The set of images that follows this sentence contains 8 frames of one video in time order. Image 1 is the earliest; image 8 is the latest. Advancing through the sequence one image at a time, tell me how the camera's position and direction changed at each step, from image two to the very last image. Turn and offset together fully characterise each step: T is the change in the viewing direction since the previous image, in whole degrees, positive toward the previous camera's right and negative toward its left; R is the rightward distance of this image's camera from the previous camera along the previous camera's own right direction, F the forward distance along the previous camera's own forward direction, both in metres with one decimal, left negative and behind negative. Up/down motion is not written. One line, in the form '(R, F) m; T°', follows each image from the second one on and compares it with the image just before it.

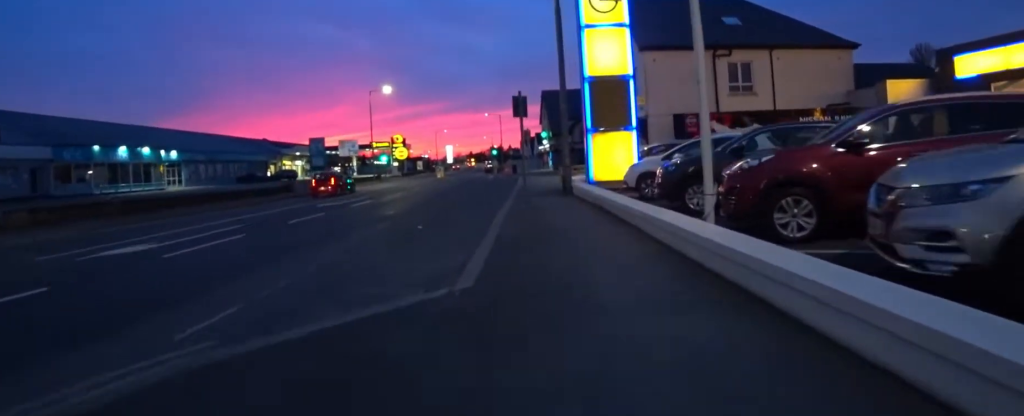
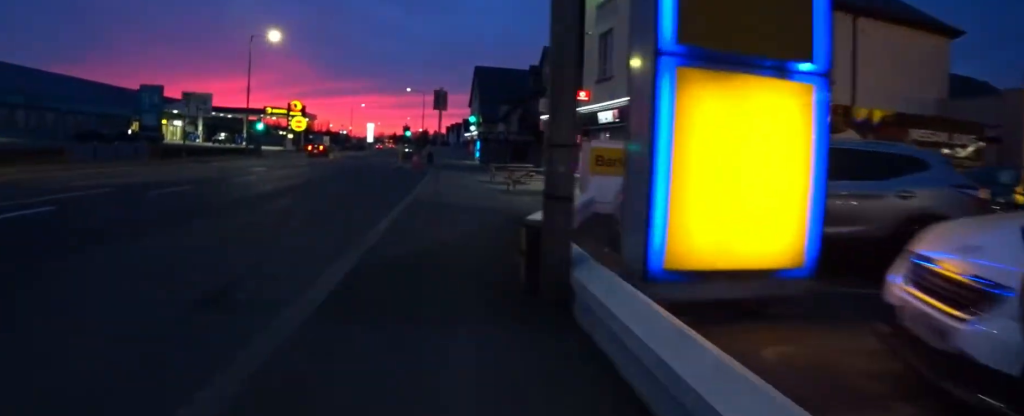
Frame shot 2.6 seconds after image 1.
(+3.2, +15.8) m; +15°
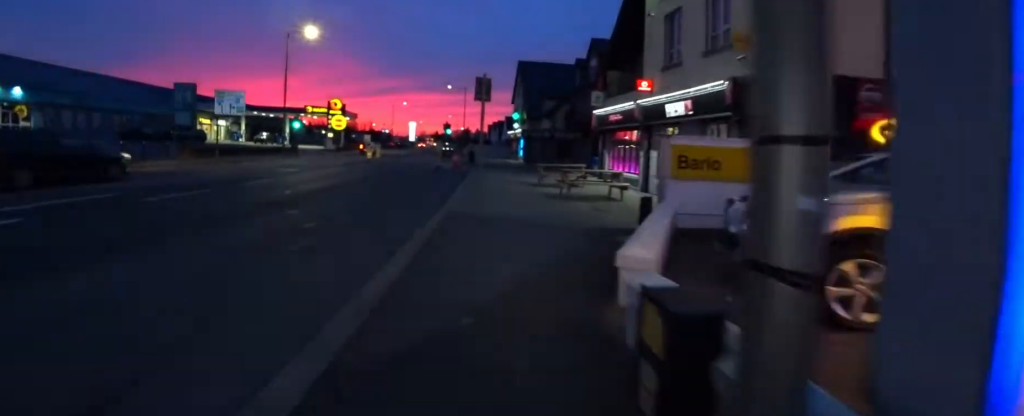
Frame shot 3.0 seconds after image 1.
(0.0, +3.6) m; 0°
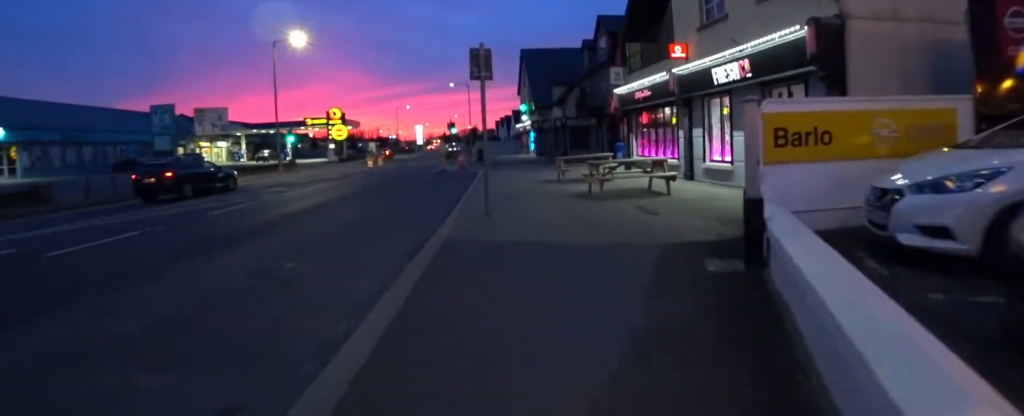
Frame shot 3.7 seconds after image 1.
(0.0, +3.5) m; 0°
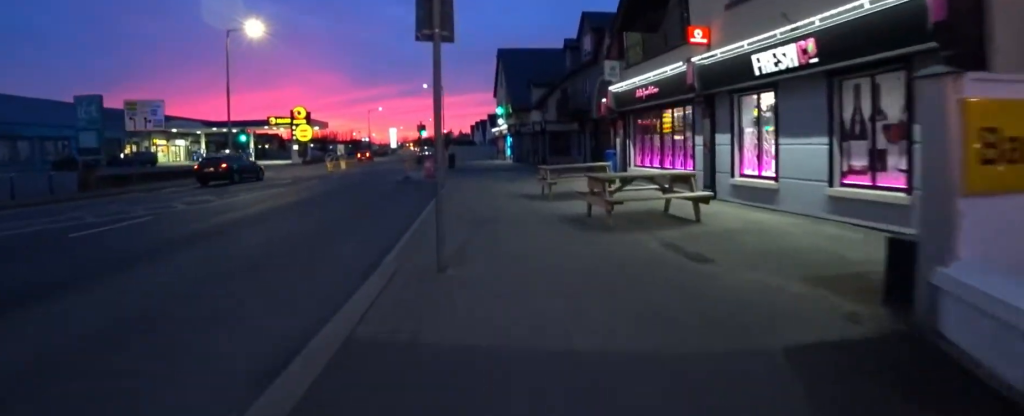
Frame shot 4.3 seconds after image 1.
(0.0, +2.8) m; -1°
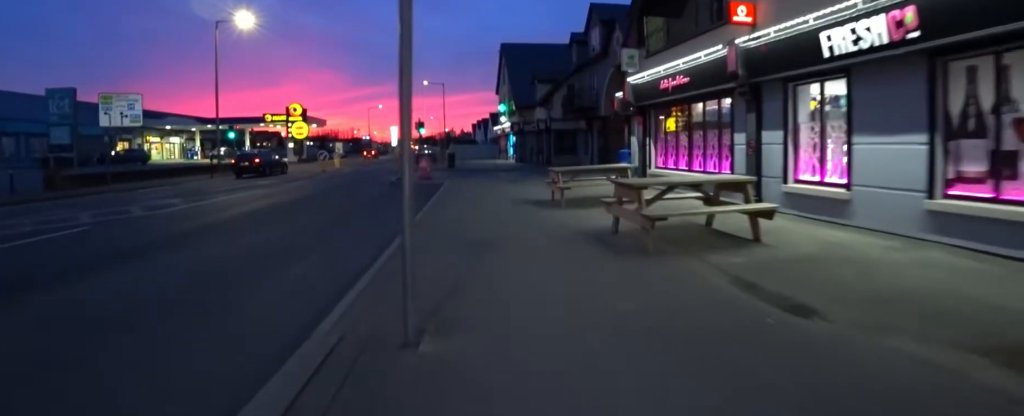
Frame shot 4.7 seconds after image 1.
(0.0, +0.8) m; -2°
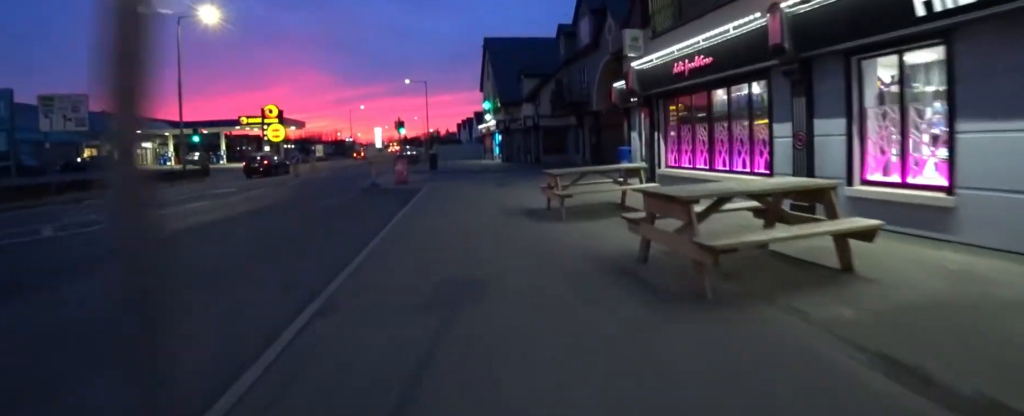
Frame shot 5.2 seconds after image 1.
(0.0, +0.9) m; -2°
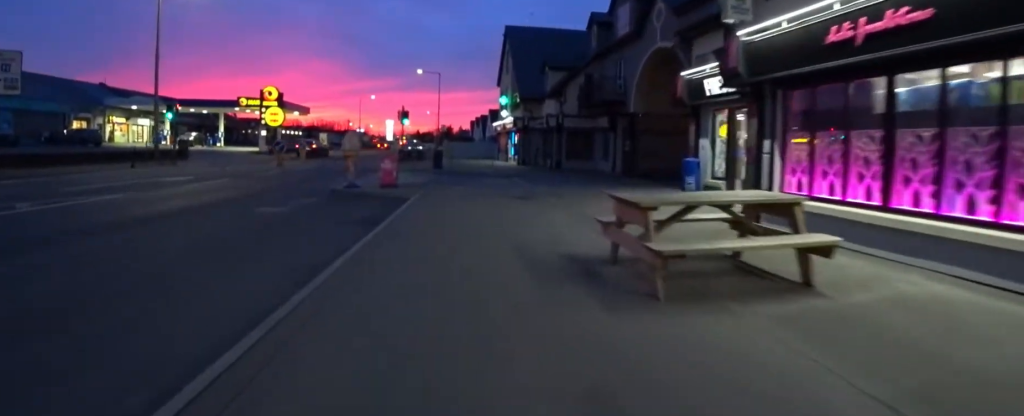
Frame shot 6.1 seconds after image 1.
(-0.1, +2.1) m; -4°
